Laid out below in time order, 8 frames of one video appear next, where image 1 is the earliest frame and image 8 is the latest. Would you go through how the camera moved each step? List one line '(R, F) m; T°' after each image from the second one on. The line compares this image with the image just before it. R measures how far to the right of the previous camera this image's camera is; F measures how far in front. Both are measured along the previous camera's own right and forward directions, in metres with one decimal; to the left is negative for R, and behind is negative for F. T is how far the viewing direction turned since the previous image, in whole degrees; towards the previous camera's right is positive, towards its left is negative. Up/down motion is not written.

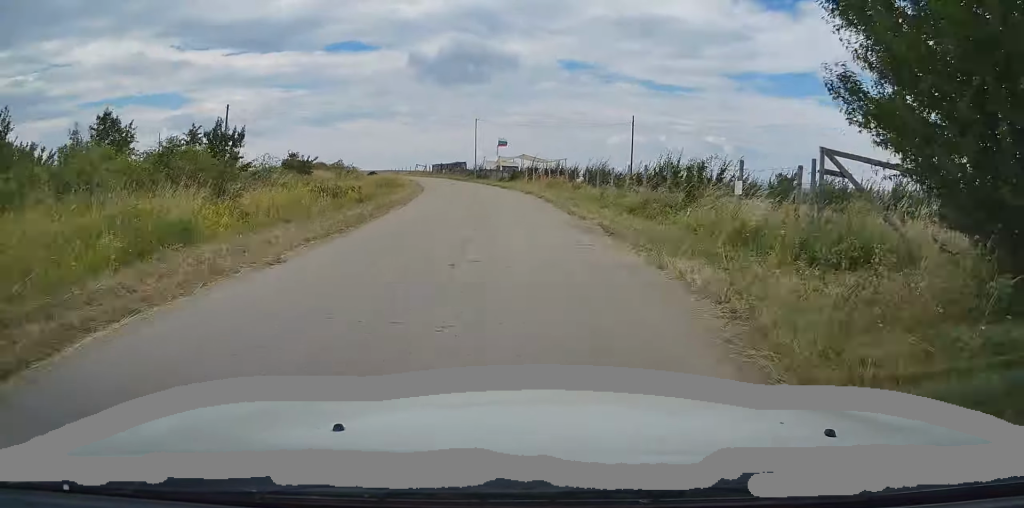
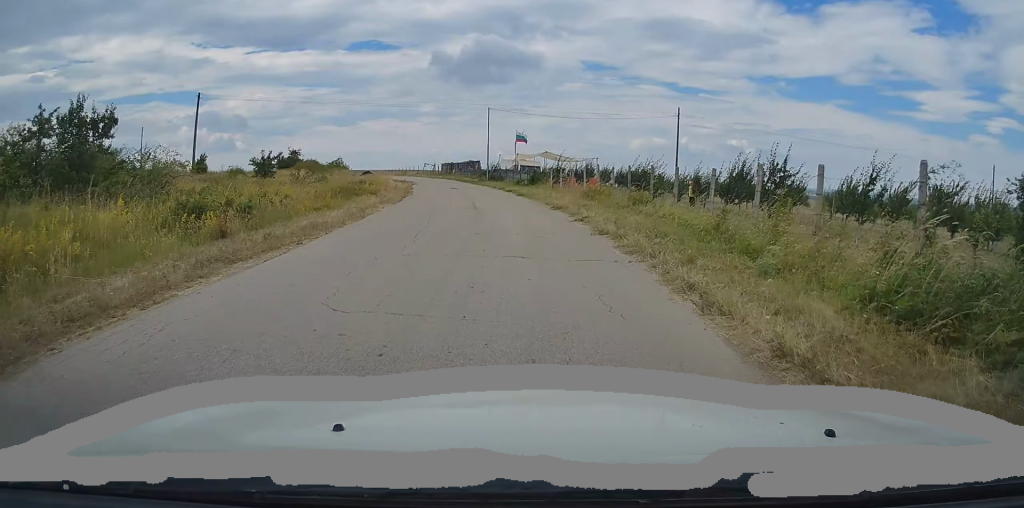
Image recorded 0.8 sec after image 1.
(-0.2, +12.2) m; -2°
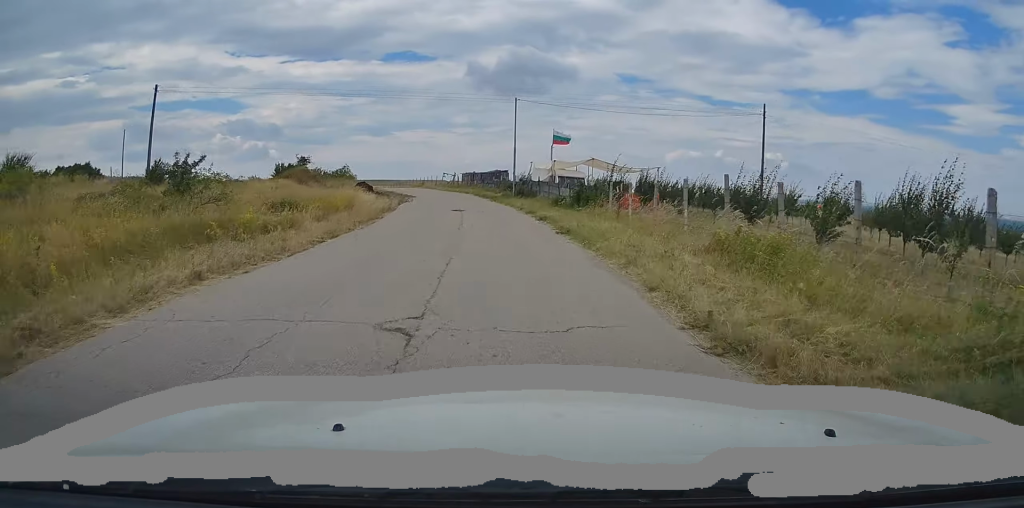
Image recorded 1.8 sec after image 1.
(-0.3, +14.3) m; -3°
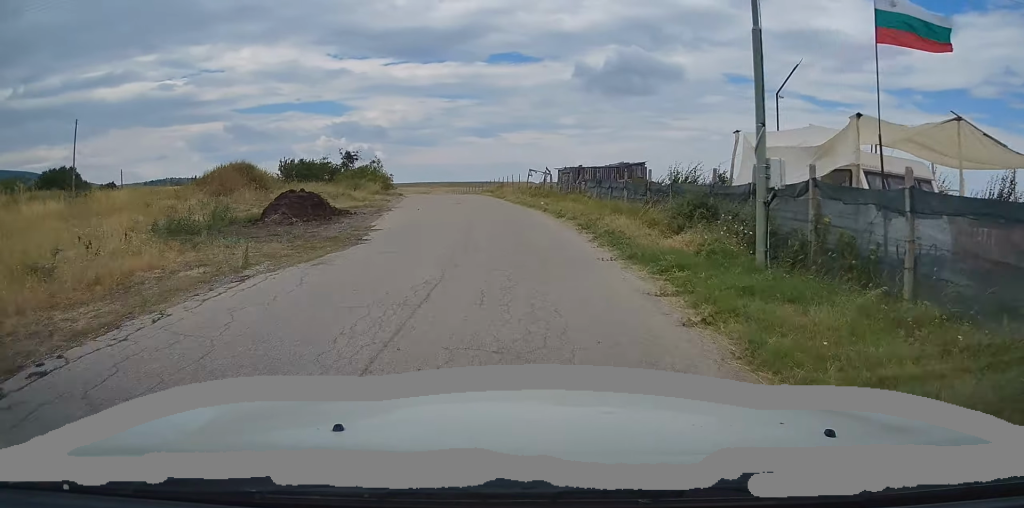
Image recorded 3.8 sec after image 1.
(-2.4, +30.5) m; -10°
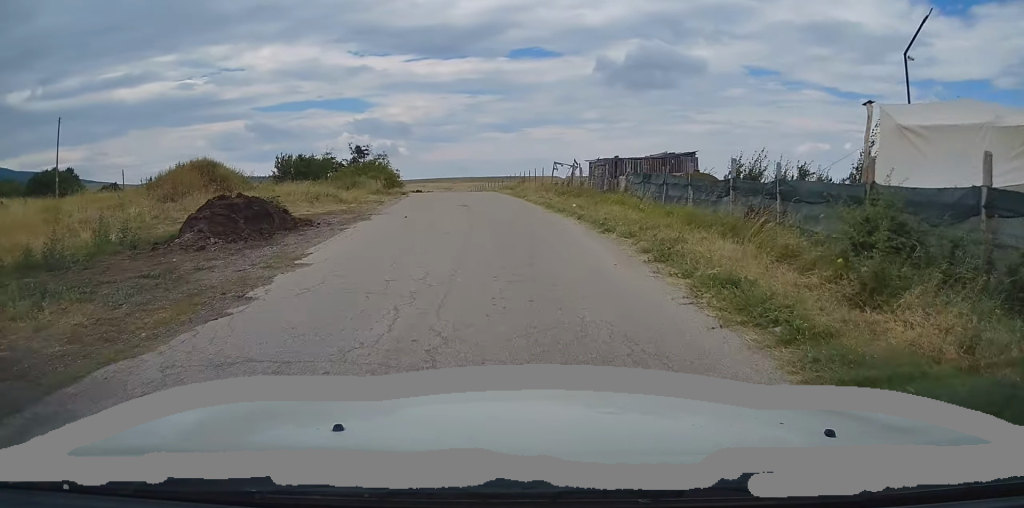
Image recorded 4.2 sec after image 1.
(-0.1, +6.1) m; -2°
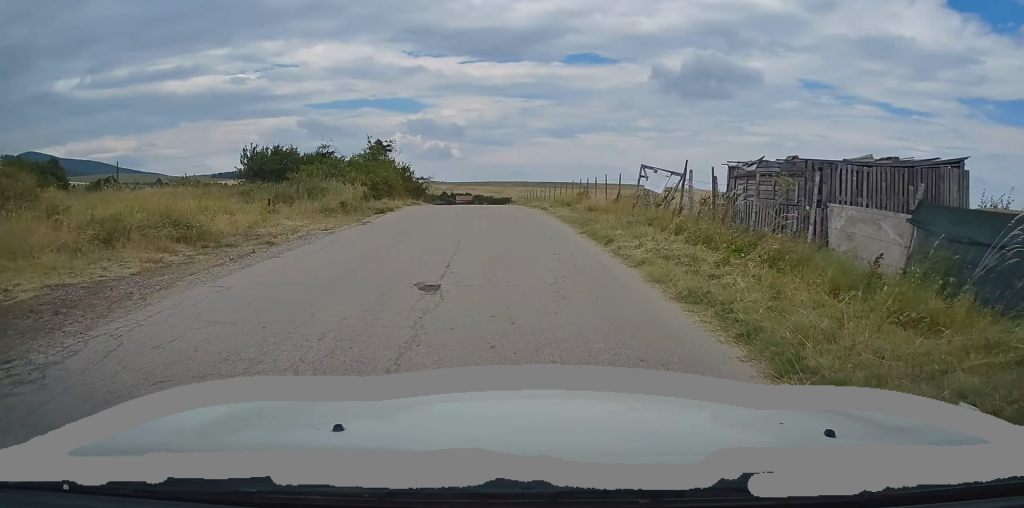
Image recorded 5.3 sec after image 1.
(-0.6, +15.6) m; -5°
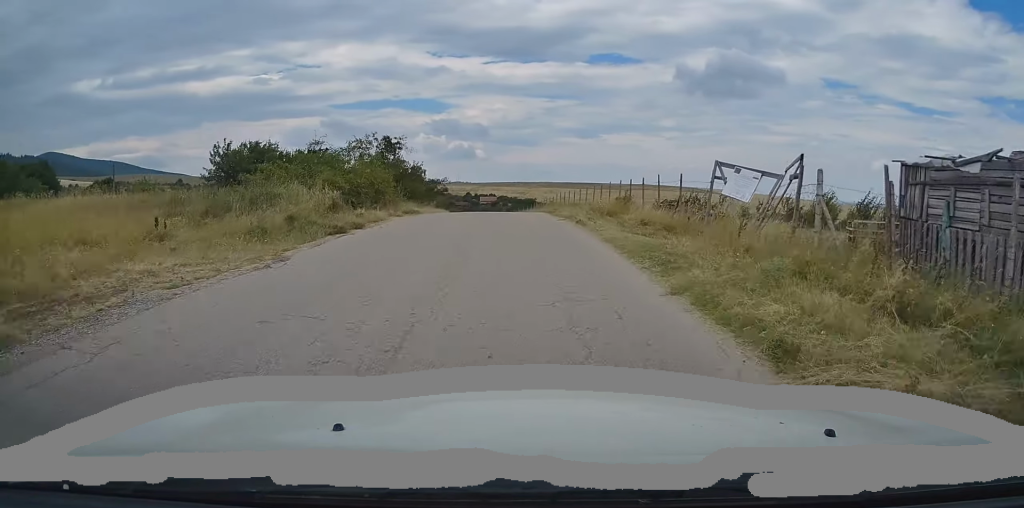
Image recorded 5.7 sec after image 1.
(-0.2, +7.0) m; -2°
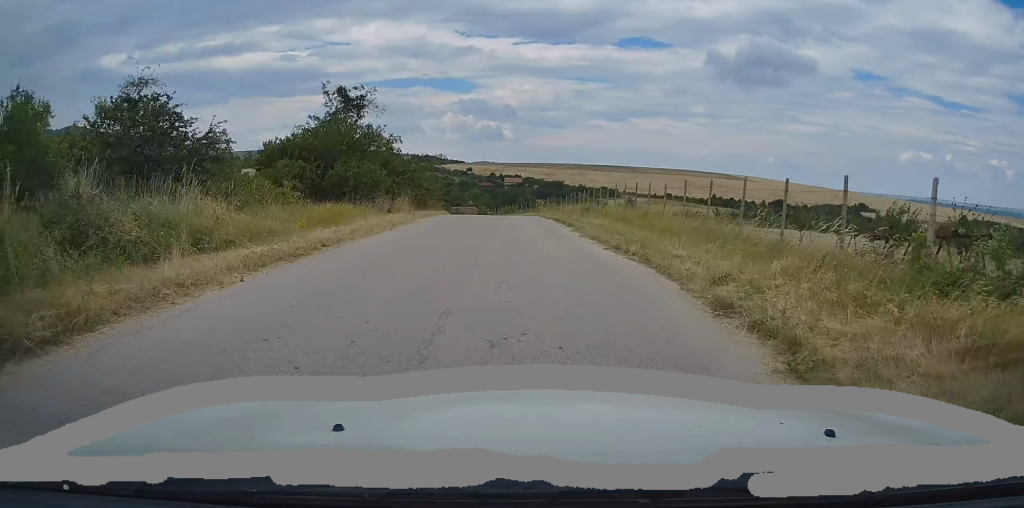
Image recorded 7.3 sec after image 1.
(-0.7, +22.7) m; -2°
